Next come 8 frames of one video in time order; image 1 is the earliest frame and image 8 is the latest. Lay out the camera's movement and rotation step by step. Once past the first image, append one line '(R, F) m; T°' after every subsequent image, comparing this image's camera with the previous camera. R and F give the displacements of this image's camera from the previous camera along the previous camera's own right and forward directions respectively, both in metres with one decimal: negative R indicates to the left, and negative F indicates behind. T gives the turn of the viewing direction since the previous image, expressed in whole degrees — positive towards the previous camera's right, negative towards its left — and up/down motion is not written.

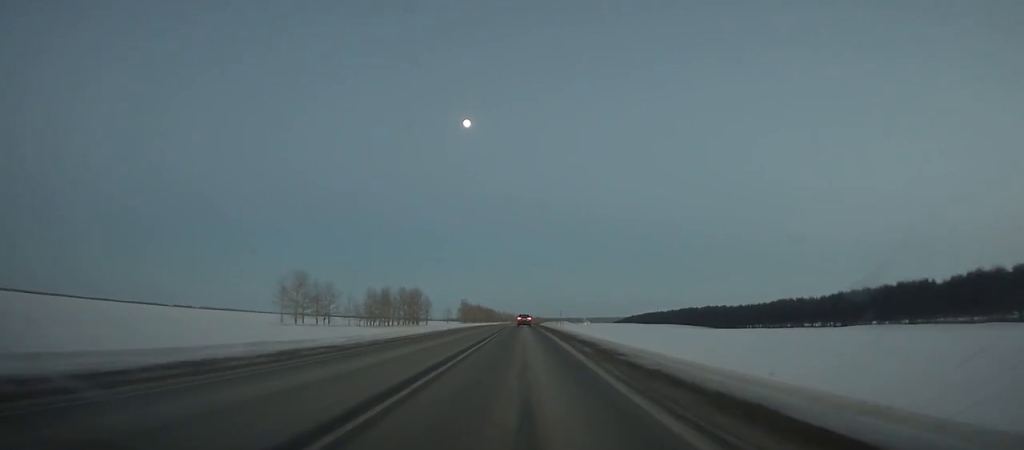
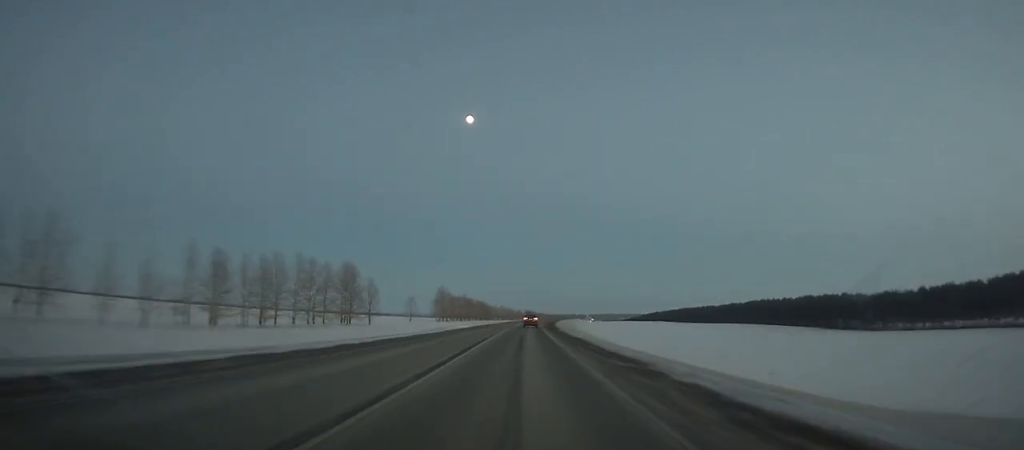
(+0.2, +99.5) m; 0°
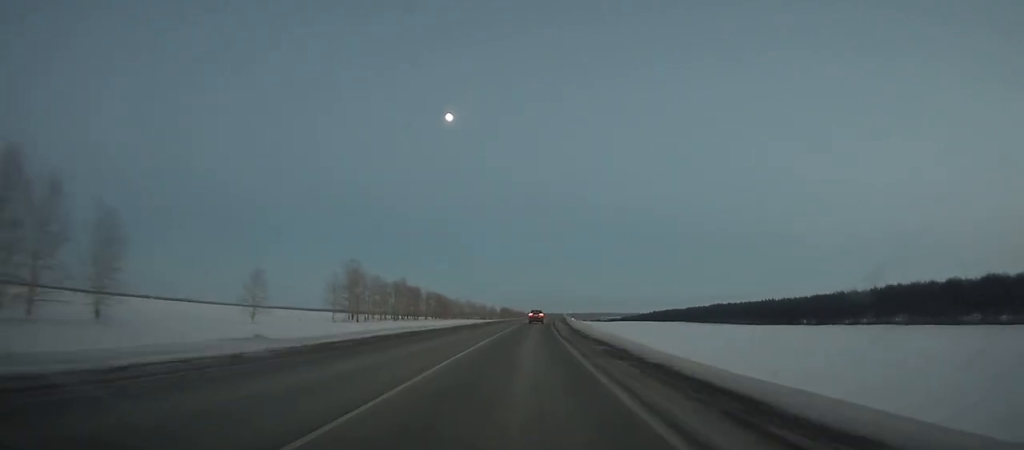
(+1.0, +102.4) m; +2°
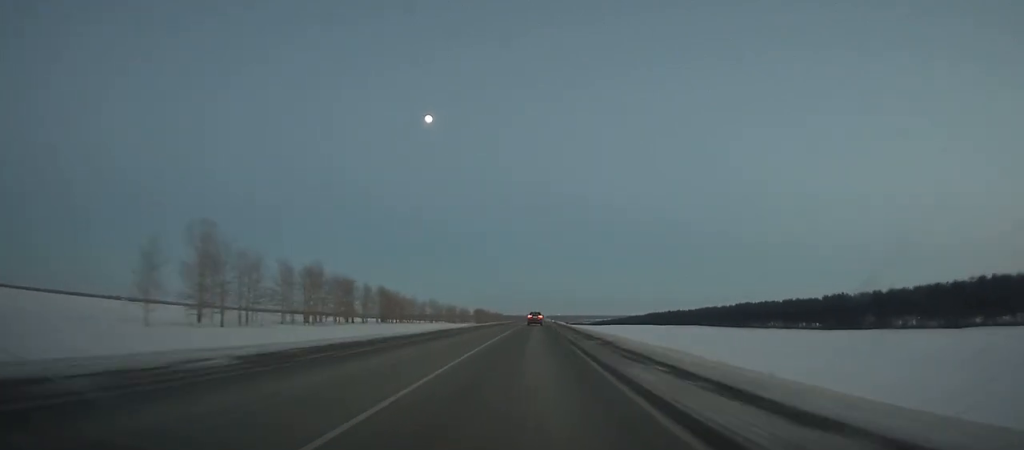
(+0.8, +60.7) m; +2°
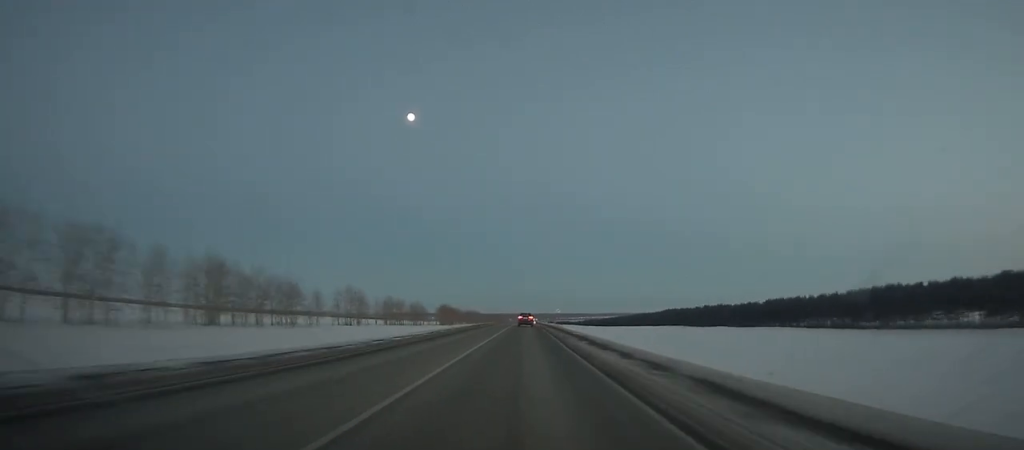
(+2.4, +99.0) m; +2°
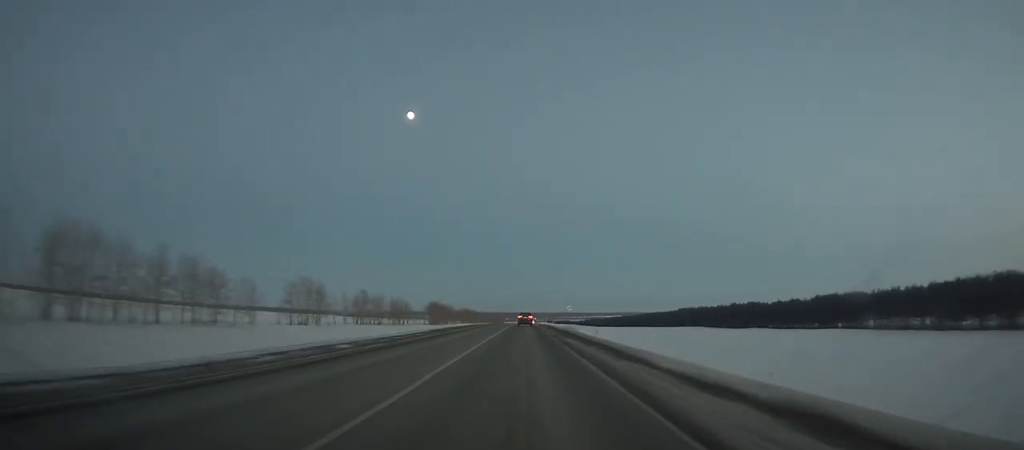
(+0.1, +32.9) m; 0°
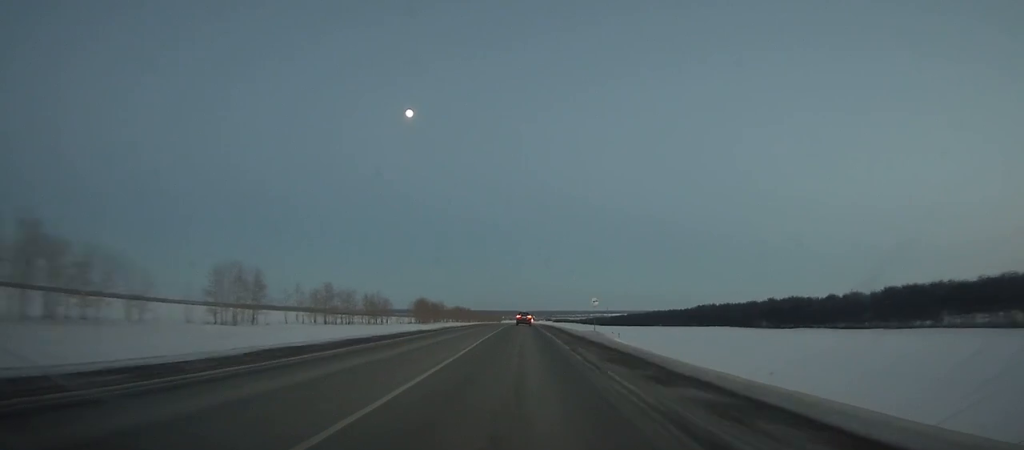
(0.0, +32.9) m; 0°
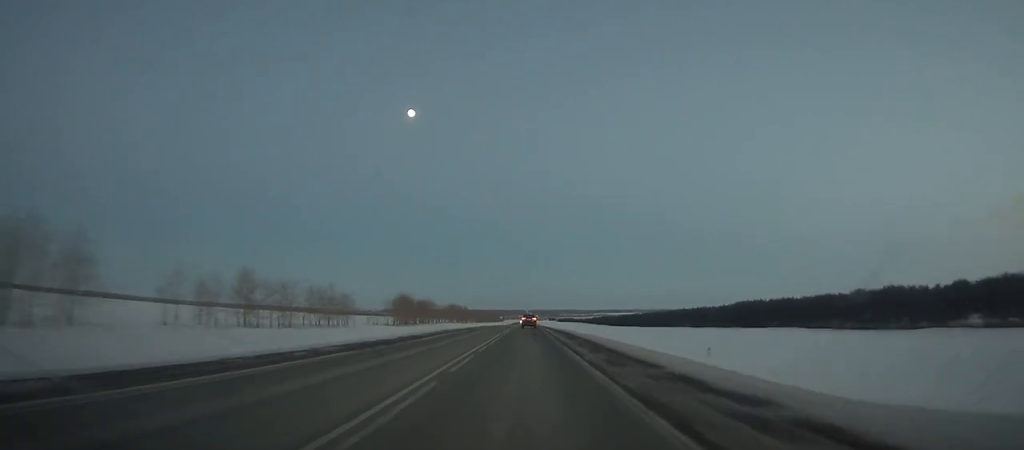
(+0.1, +46.6) m; 0°
